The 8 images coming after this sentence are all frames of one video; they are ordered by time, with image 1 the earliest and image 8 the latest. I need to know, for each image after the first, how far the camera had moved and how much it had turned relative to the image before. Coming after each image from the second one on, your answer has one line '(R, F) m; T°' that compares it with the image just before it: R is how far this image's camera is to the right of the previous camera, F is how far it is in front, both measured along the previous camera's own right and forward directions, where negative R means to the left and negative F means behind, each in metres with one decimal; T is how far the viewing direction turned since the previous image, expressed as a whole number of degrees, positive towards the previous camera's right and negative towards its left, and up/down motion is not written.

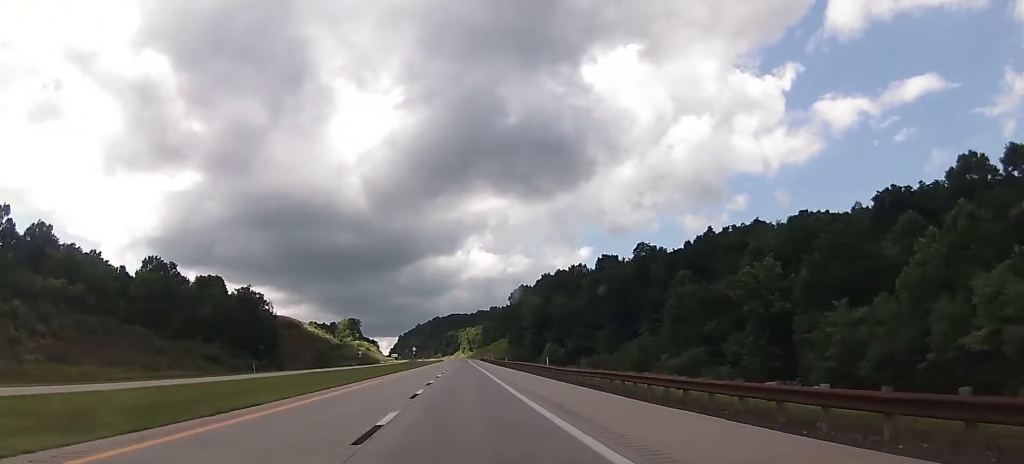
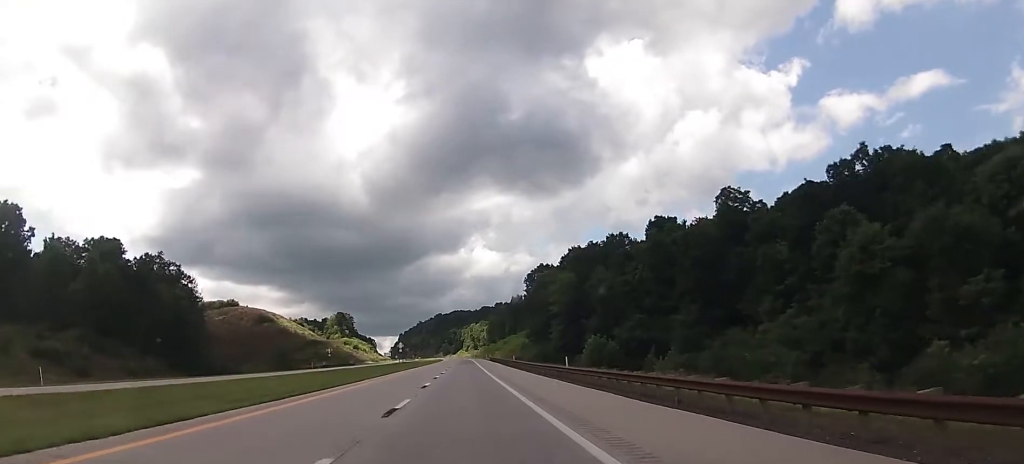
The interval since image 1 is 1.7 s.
(-0.2, +54.7) m; 0°
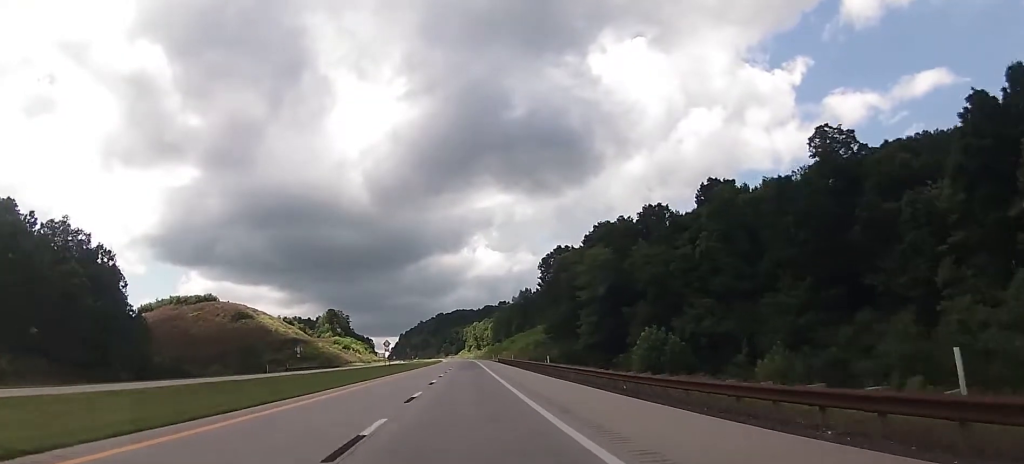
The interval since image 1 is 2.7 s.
(+0.3, +32.7) m; +1°
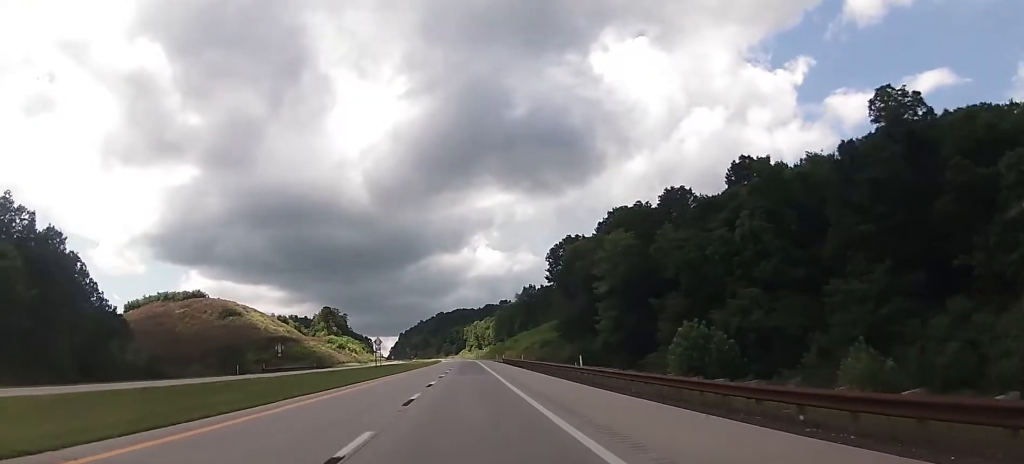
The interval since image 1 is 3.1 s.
(+0.1, +14.2) m; 0°
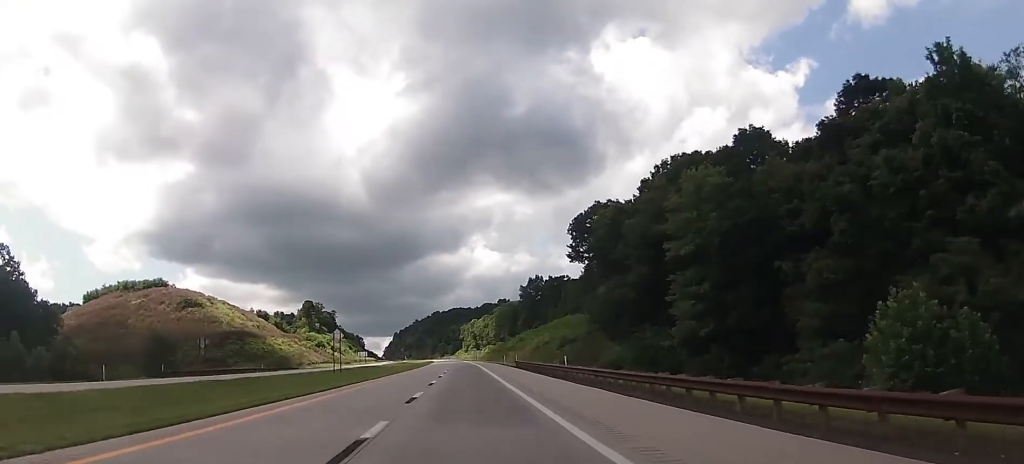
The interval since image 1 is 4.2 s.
(-0.2, +34.9) m; 0°
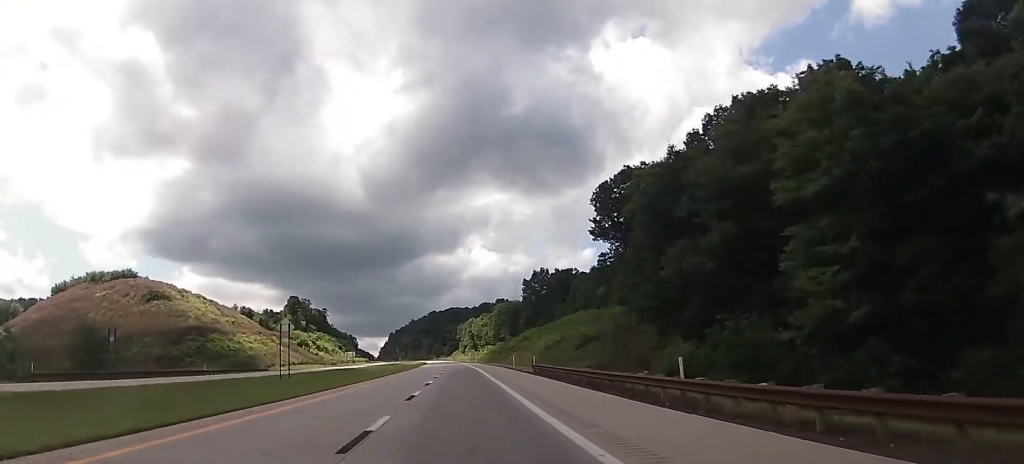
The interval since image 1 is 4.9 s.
(0.0, +22.9) m; 0°
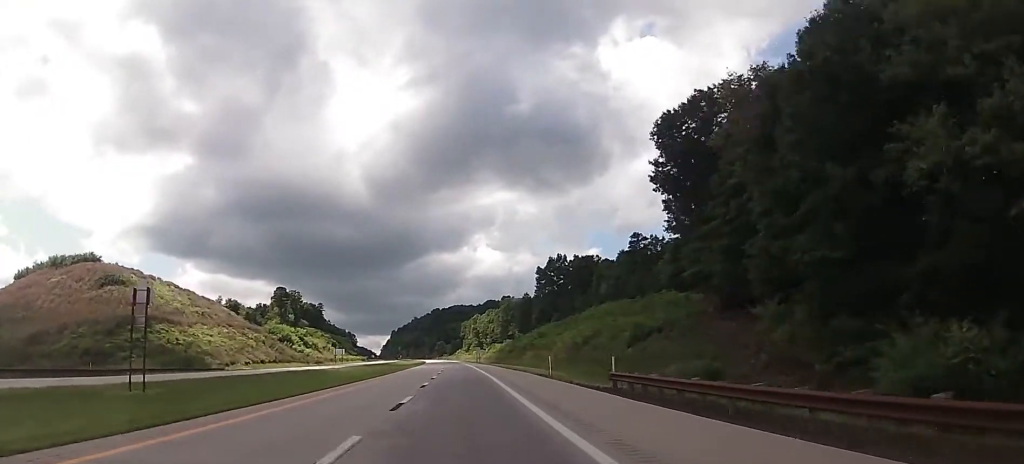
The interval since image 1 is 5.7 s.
(+0.2, +28.4) m; 0°
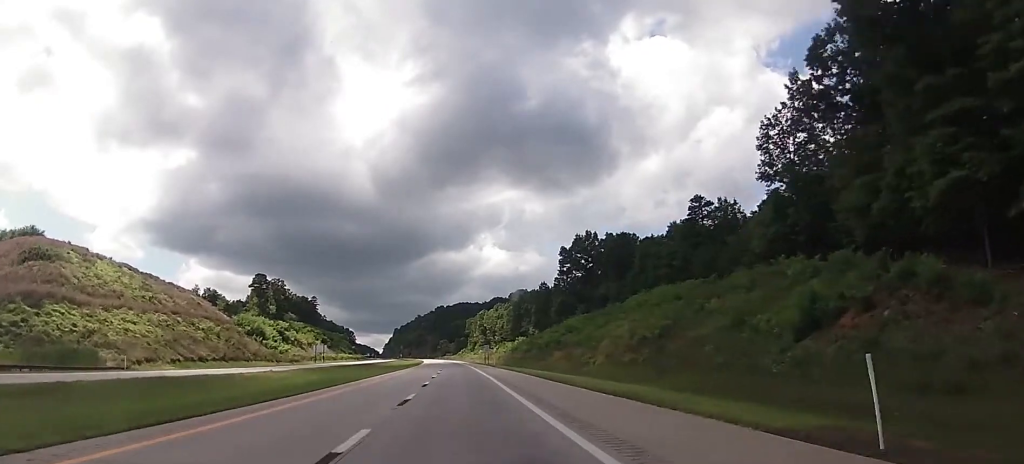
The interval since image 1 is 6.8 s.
(-0.4, +34.9) m; 0°
